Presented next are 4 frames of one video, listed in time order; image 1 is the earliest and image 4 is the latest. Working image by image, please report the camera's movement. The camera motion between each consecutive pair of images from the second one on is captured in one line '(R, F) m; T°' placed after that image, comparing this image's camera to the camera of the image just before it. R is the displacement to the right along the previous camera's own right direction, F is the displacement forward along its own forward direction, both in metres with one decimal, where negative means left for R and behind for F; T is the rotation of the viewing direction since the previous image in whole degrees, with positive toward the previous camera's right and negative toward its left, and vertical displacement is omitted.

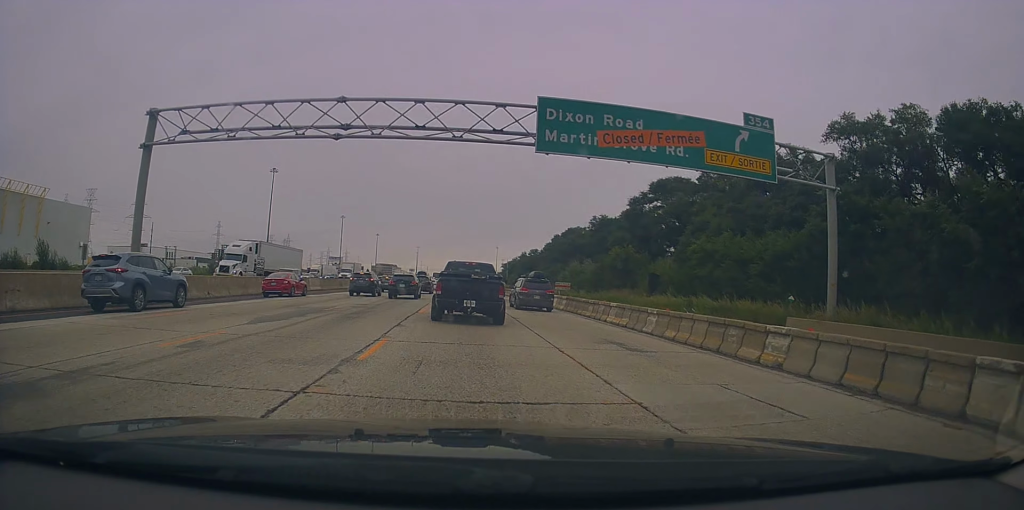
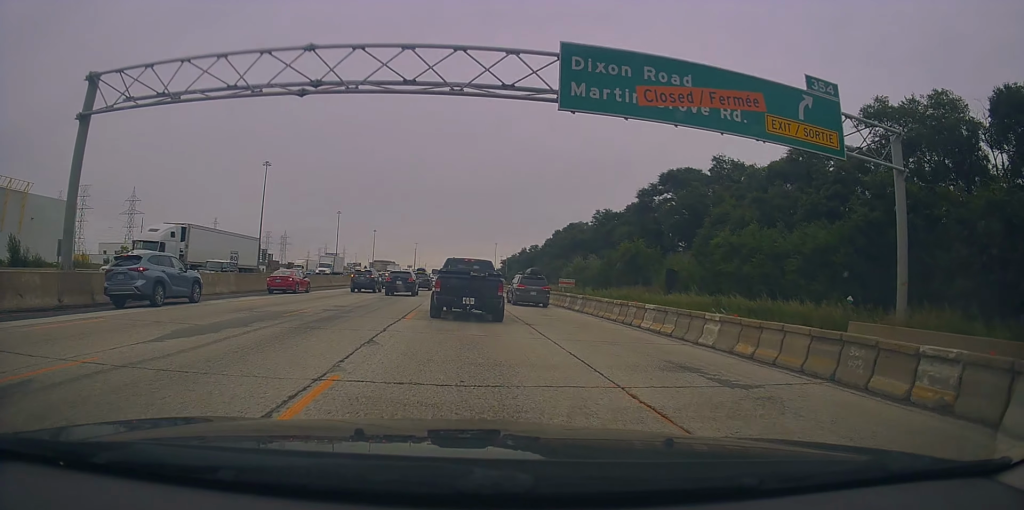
(-0.4, +4.6) m; 0°
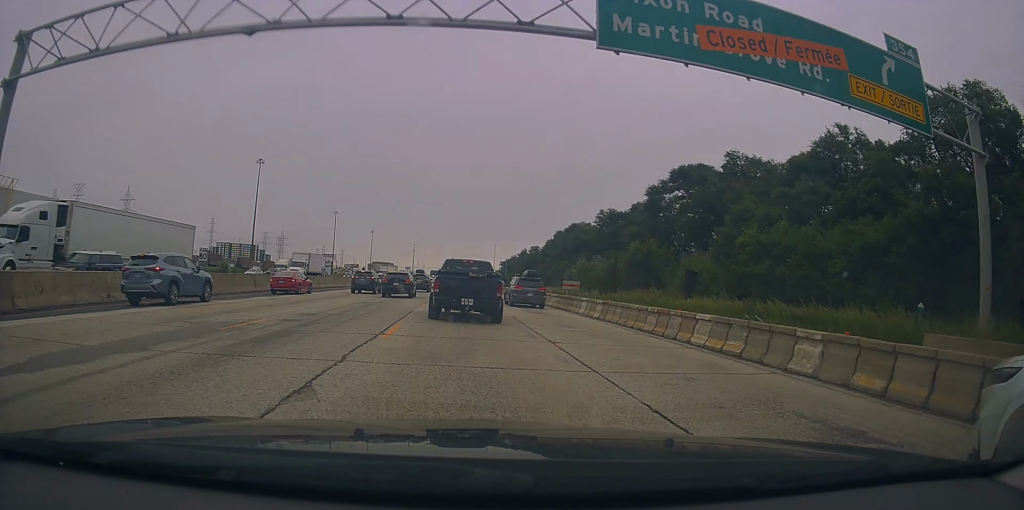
(+0.4, +4.4) m; +1°
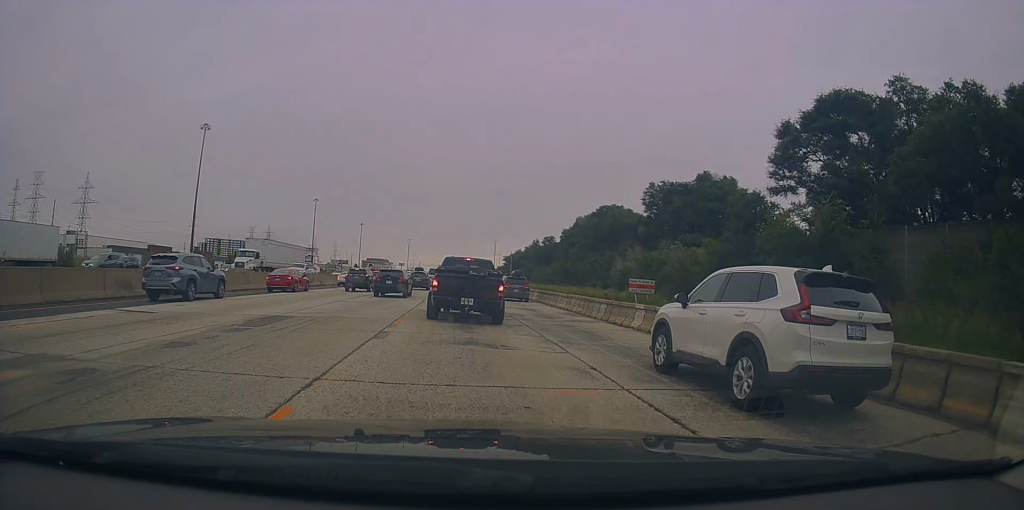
(-0.2, +33.0) m; -1°
